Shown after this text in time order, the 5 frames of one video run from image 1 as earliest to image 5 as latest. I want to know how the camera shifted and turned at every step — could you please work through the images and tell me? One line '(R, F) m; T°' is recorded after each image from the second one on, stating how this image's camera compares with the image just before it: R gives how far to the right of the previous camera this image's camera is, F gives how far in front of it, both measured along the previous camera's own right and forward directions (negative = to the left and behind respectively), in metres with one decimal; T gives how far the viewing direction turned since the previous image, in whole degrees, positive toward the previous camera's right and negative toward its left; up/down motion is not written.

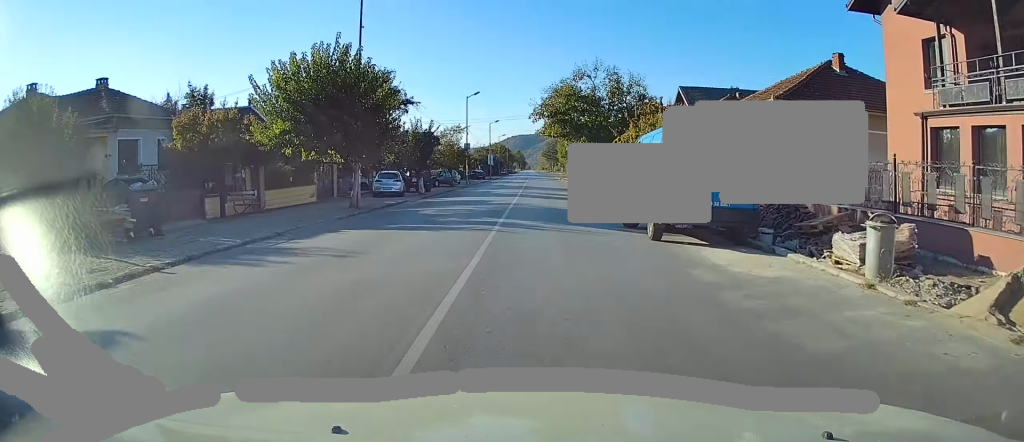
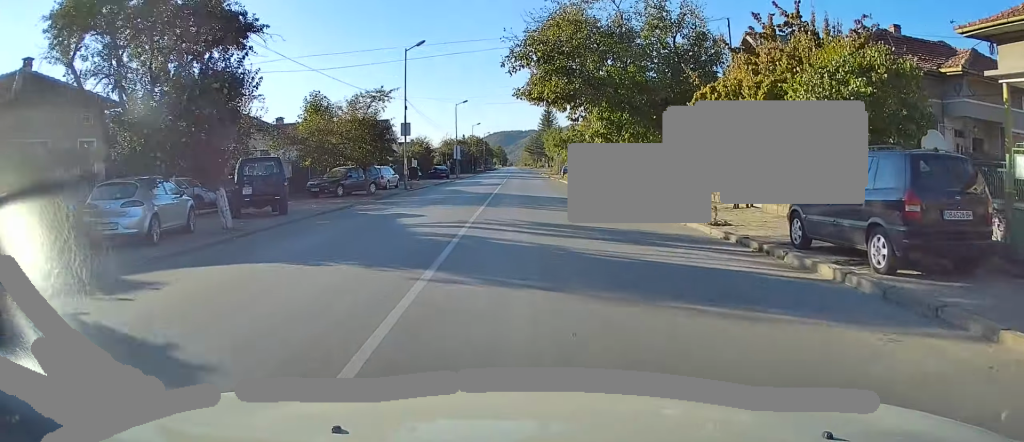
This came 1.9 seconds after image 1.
(0.0, +23.7) m; +1°
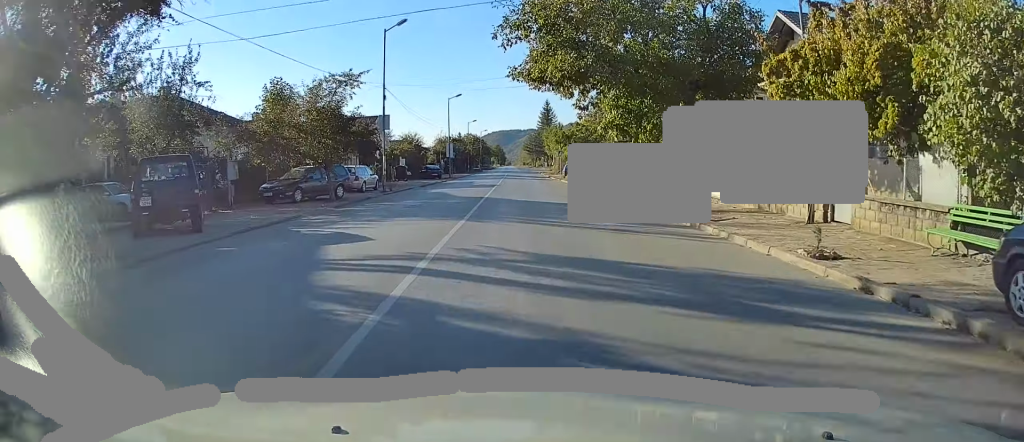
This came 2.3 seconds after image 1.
(0.0, +5.6) m; +1°
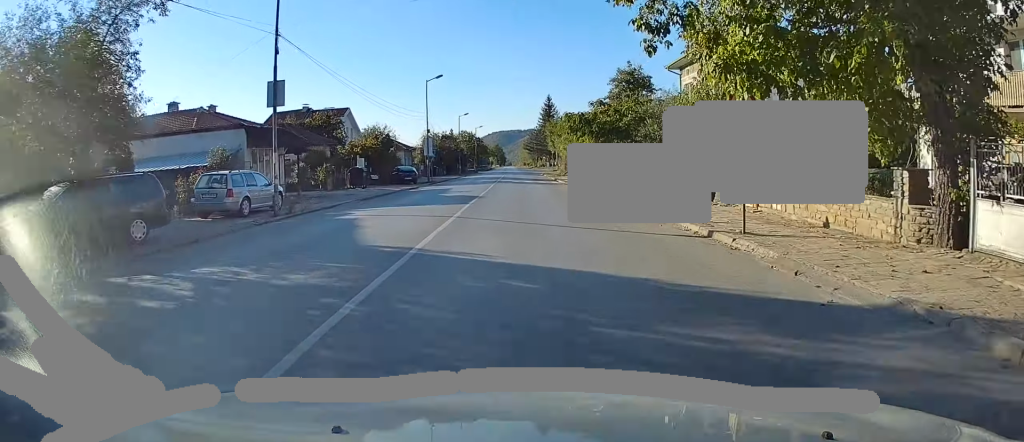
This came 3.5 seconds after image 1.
(+0.3, +15.3) m; +1°
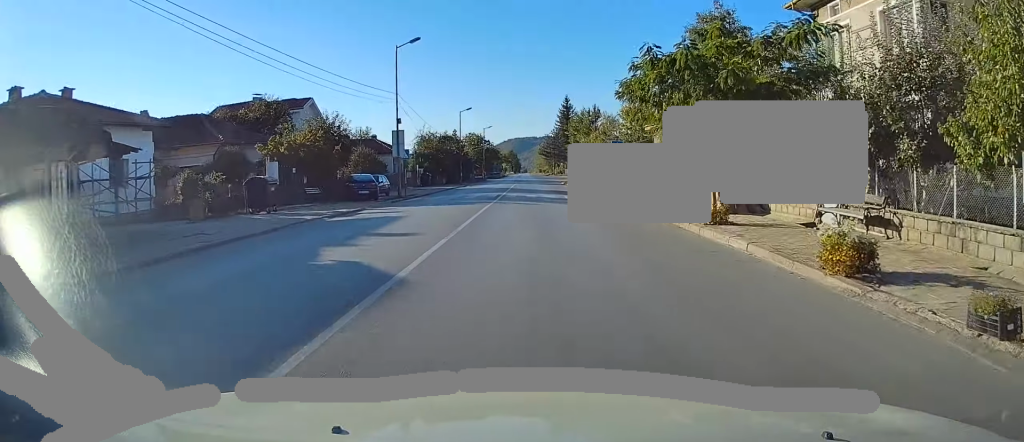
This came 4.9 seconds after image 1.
(-0.3, +18.4) m; -2°
